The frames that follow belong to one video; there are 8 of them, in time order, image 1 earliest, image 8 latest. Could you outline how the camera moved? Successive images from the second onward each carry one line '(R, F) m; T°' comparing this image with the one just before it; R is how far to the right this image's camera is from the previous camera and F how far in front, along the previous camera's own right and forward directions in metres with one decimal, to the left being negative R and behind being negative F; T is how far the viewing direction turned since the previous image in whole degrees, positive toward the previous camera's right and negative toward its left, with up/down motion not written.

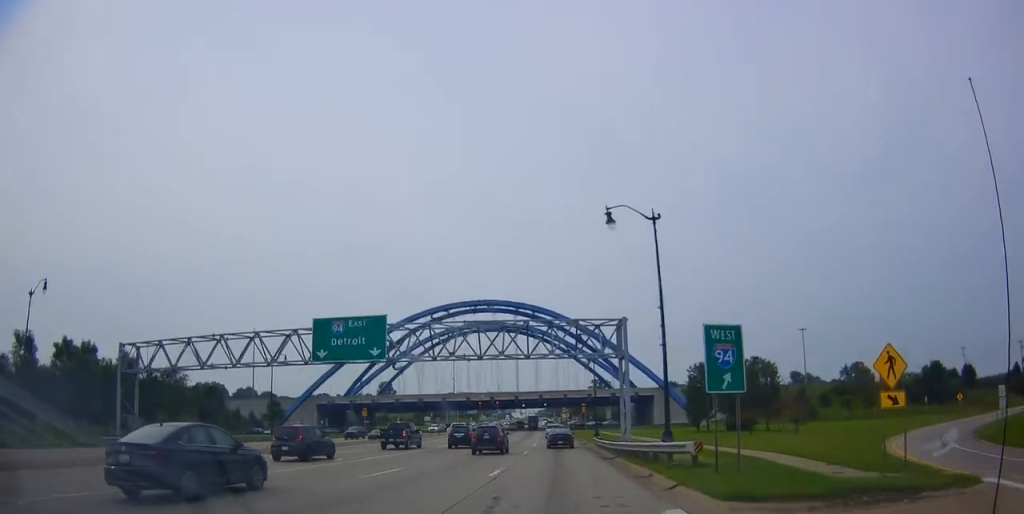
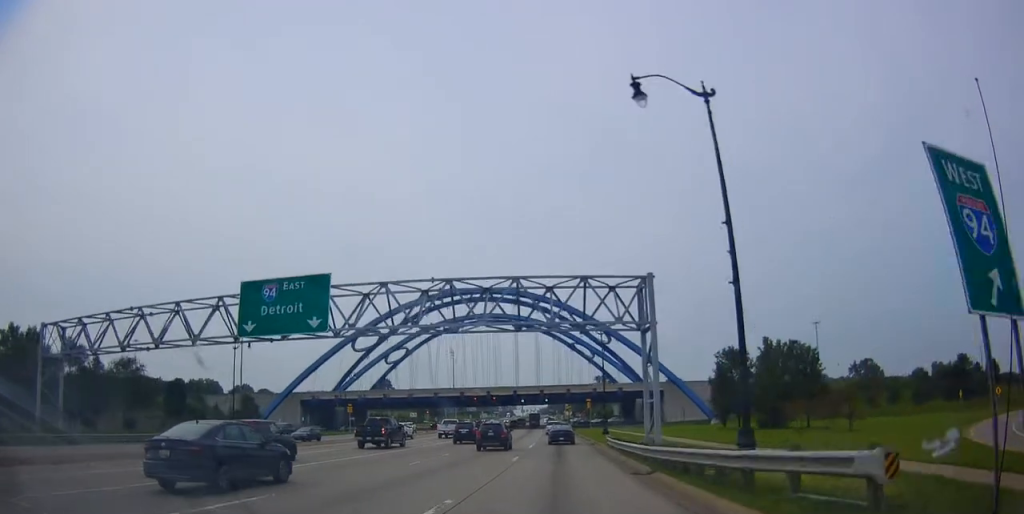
(-0.3, +10.0) m; 0°
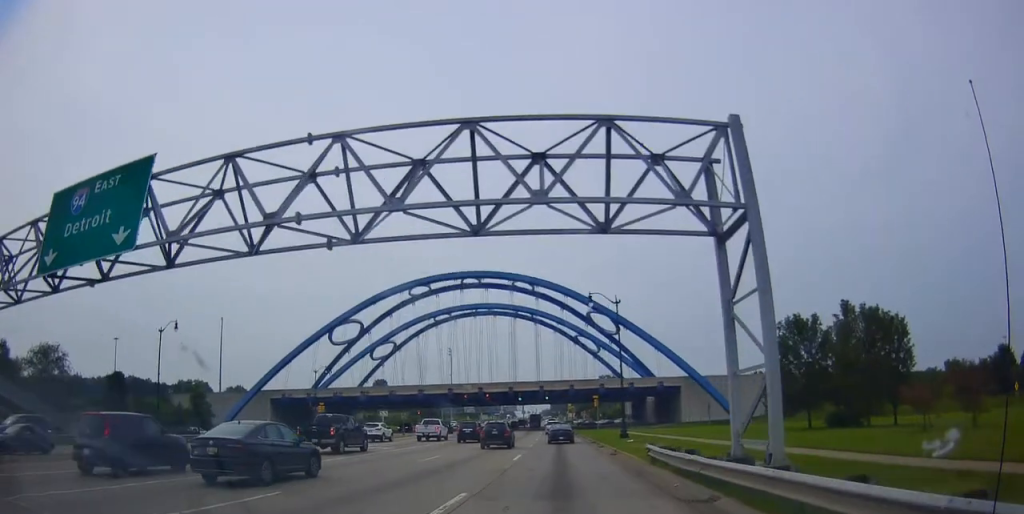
(+0.6, +14.5) m; +1°
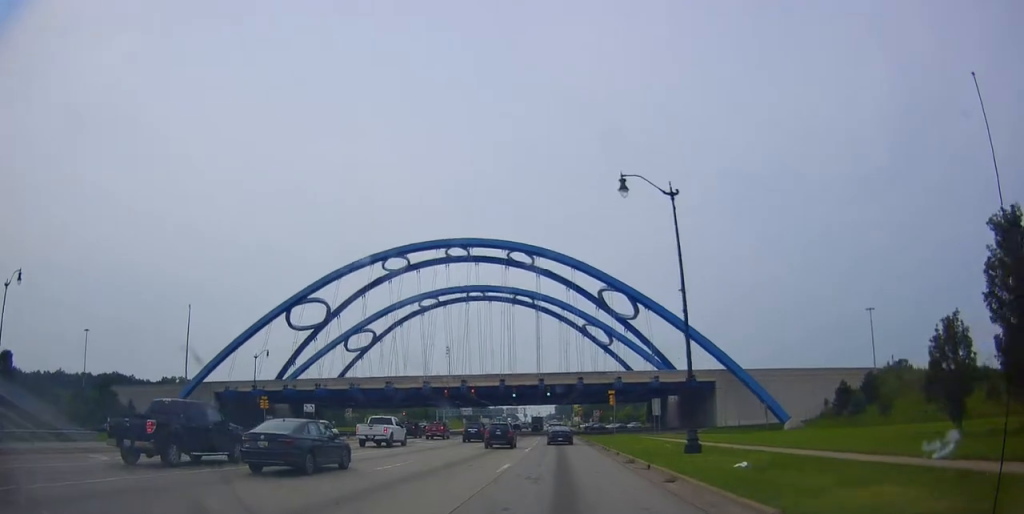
(-0.2, +20.9) m; -2°
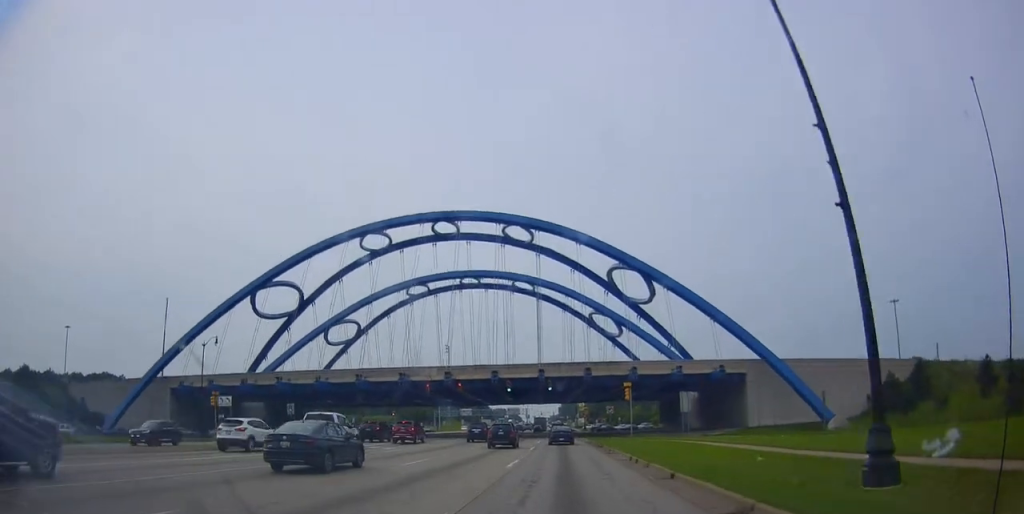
(-0.3, +13.0) m; +1°
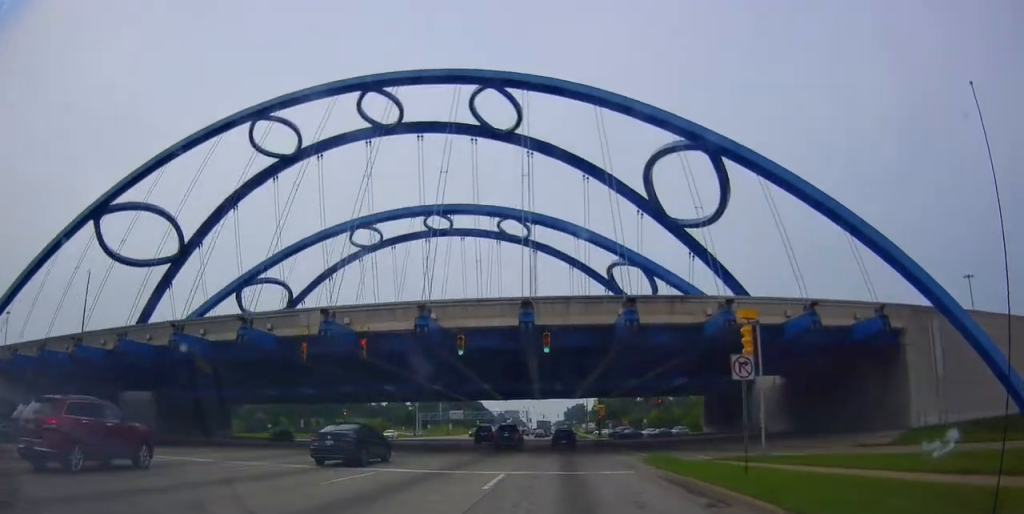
(+0.5, +35.3) m; 0°
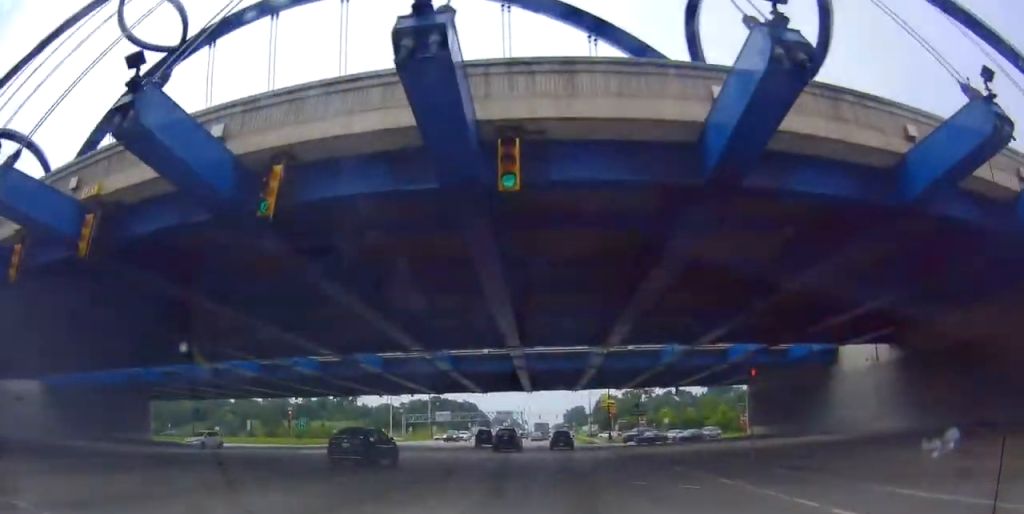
(-0.6, +22.3) m; -3°
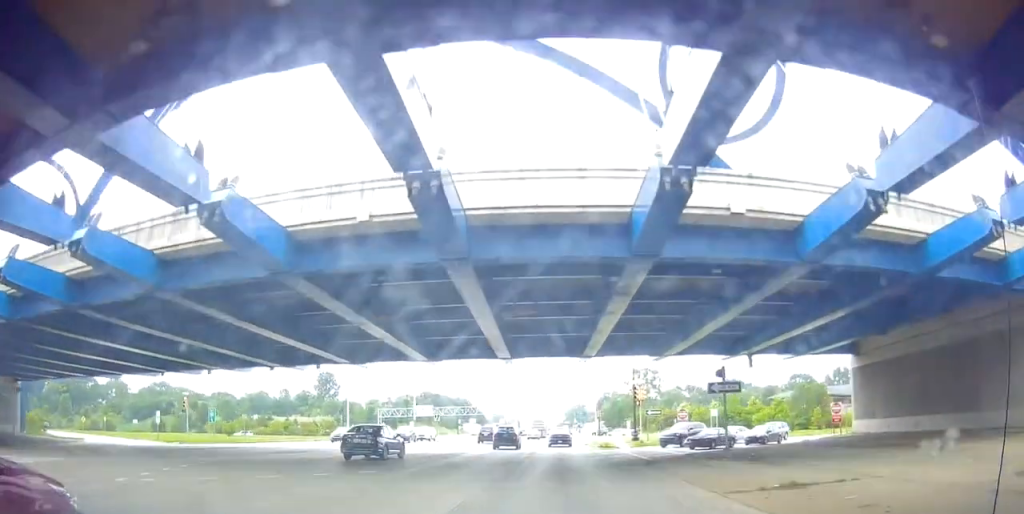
(-0.8, +26.2) m; -1°
